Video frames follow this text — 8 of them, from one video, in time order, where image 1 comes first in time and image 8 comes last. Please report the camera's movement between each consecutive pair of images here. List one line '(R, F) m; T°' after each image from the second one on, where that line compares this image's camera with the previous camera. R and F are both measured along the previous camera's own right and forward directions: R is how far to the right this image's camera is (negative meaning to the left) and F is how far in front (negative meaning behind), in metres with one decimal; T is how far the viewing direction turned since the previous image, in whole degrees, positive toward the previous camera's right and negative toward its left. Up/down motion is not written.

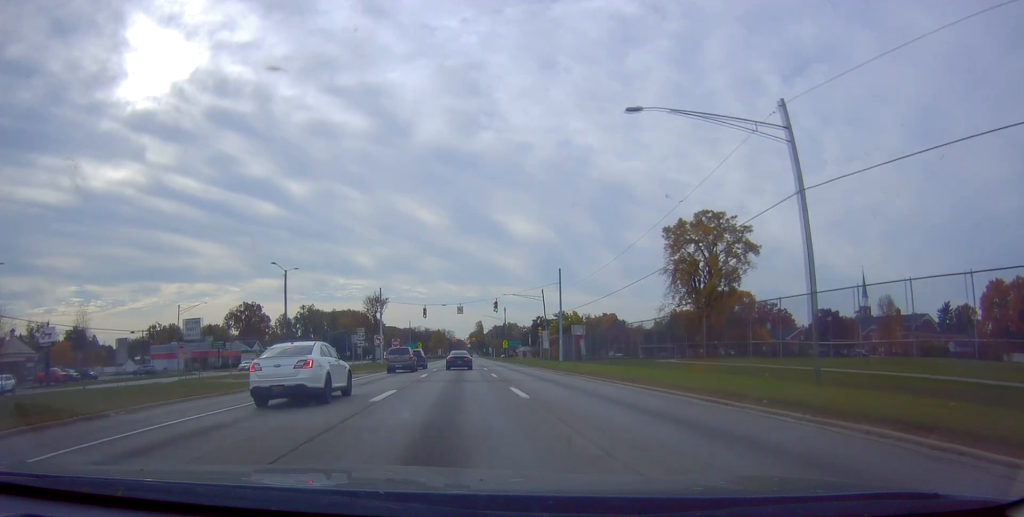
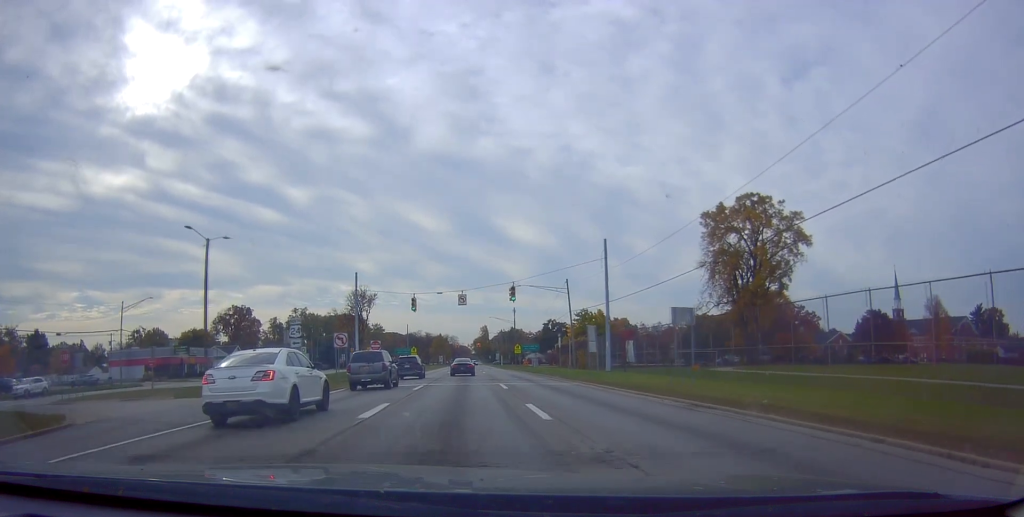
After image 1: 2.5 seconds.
(+1.2, +18.1) m; +4°
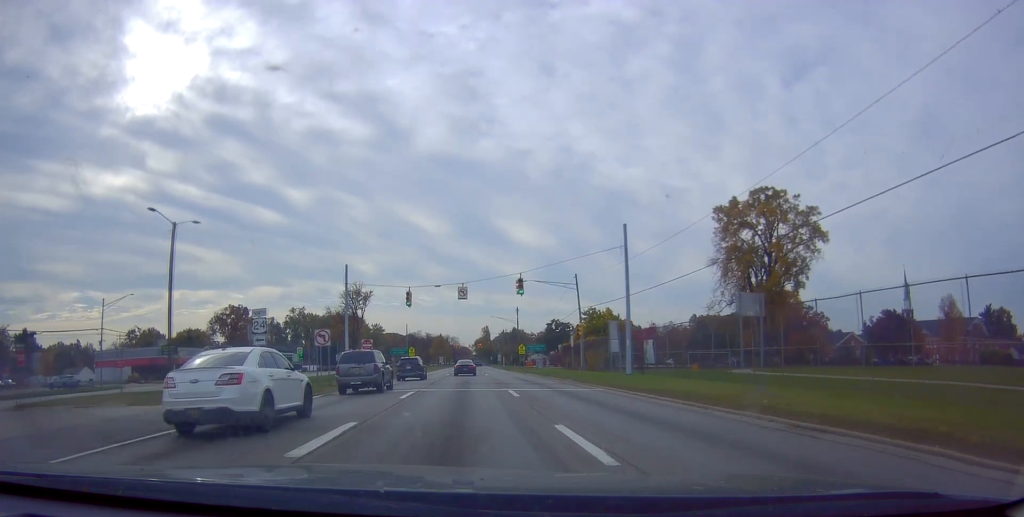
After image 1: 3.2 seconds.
(0.0, +4.8) m; -2°
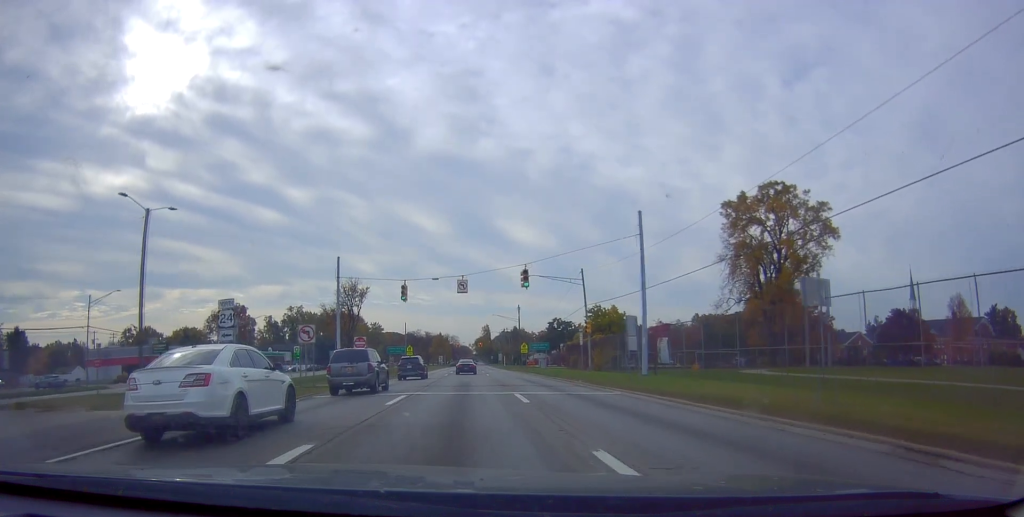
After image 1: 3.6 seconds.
(+0.1, +3.0) m; -2°
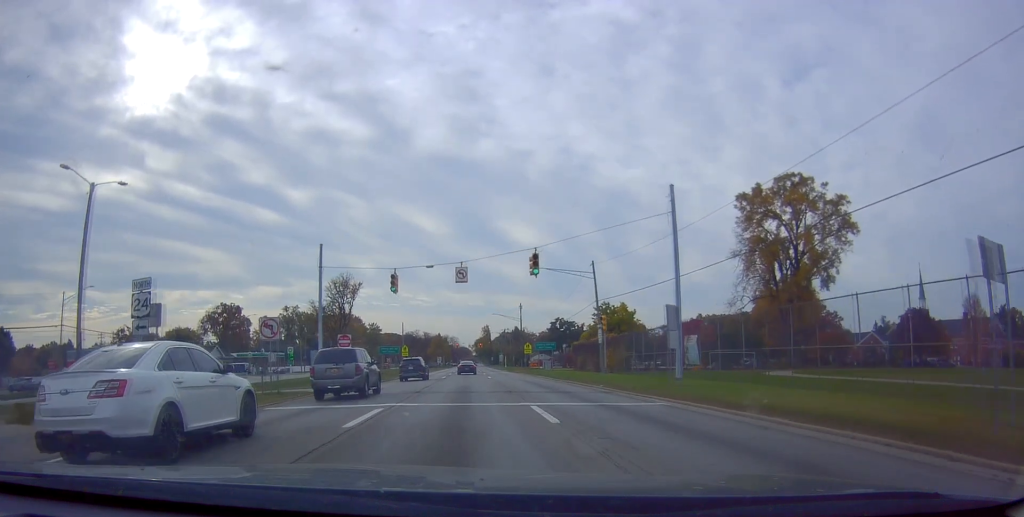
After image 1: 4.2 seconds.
(-0.2, +5.3) m; -1°
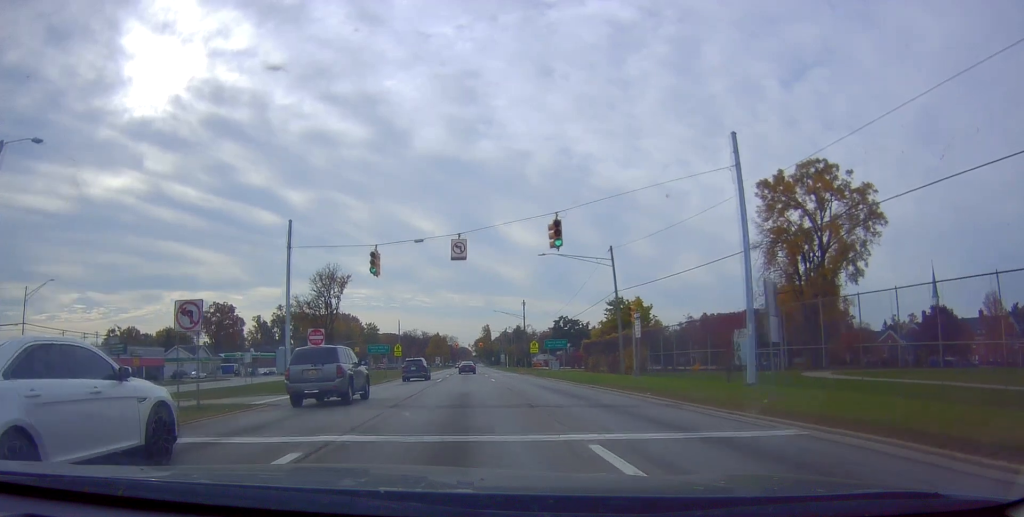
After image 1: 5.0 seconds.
(-0.2, +7.0) m; +2°
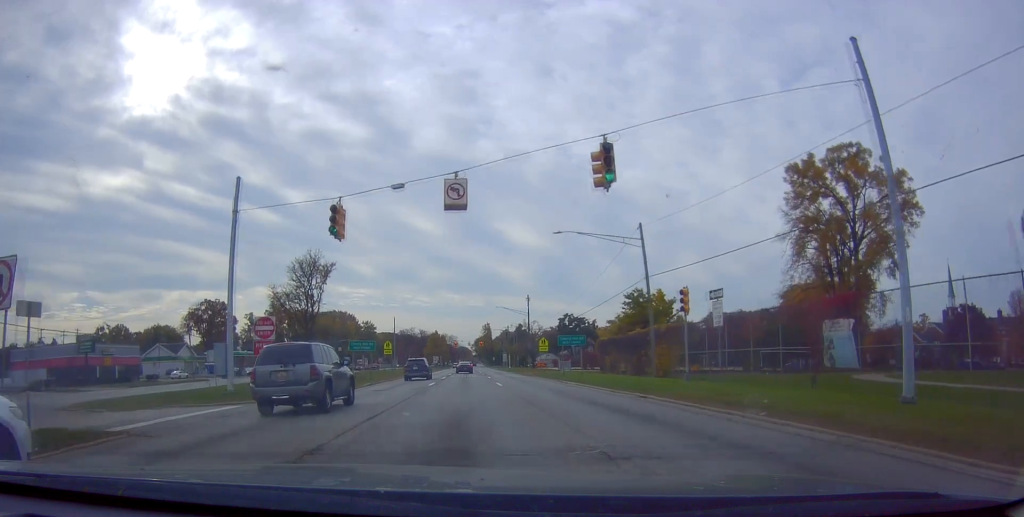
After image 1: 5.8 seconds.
(+0.5, +8.1) m; +4°
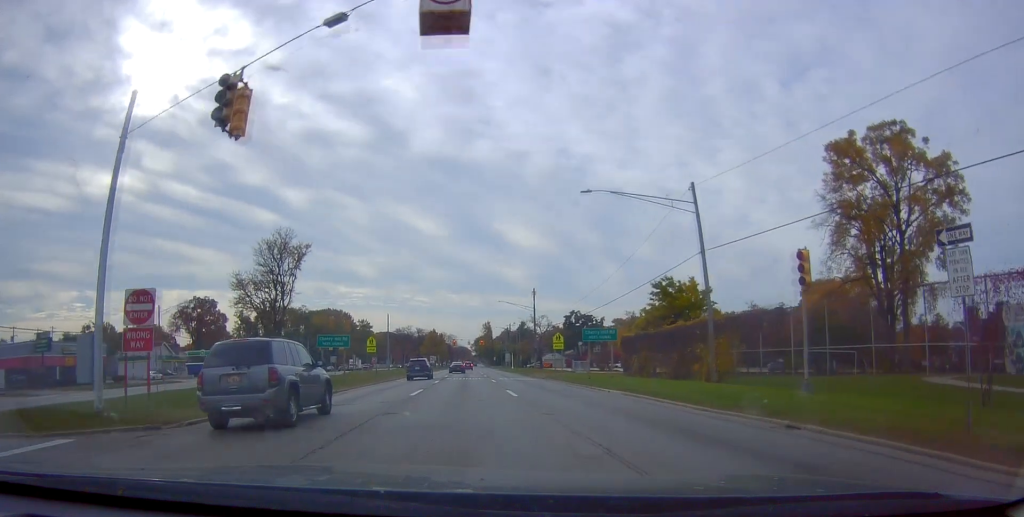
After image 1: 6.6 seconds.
(0.0, +9.9) m; -2°
